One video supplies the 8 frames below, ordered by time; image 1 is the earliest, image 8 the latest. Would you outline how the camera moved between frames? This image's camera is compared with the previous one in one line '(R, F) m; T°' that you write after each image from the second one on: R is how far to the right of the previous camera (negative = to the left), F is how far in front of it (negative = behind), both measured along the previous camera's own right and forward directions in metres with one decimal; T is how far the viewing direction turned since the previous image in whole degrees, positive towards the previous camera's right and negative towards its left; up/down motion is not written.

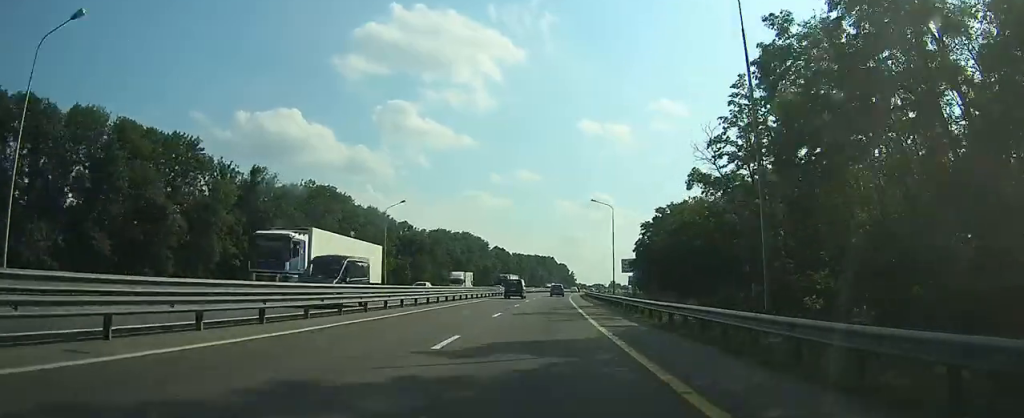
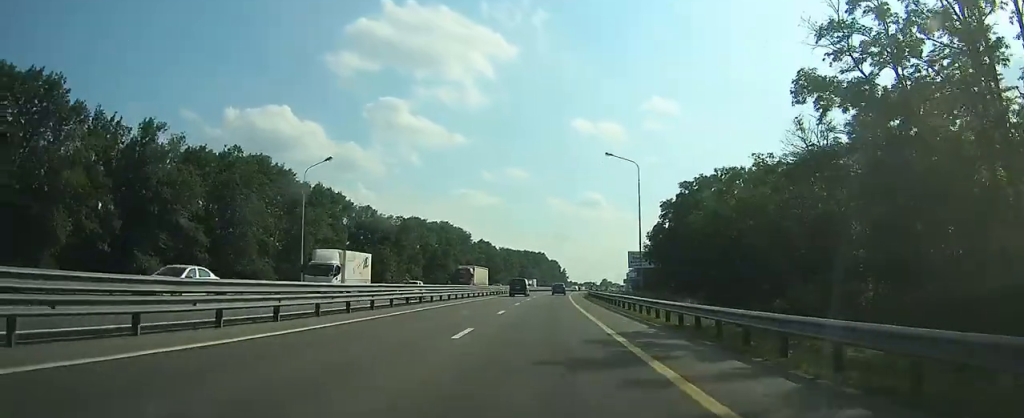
(+0.3, +23.3) m; +1°
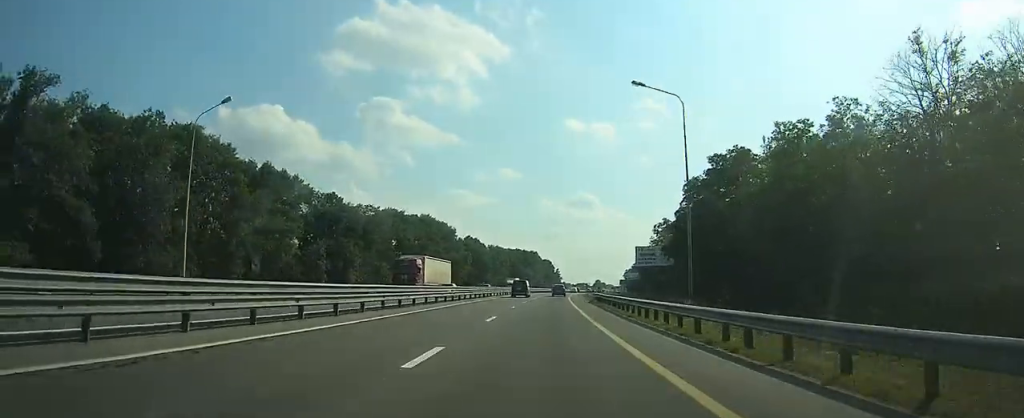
(+0.1, +16.2) m; +1°
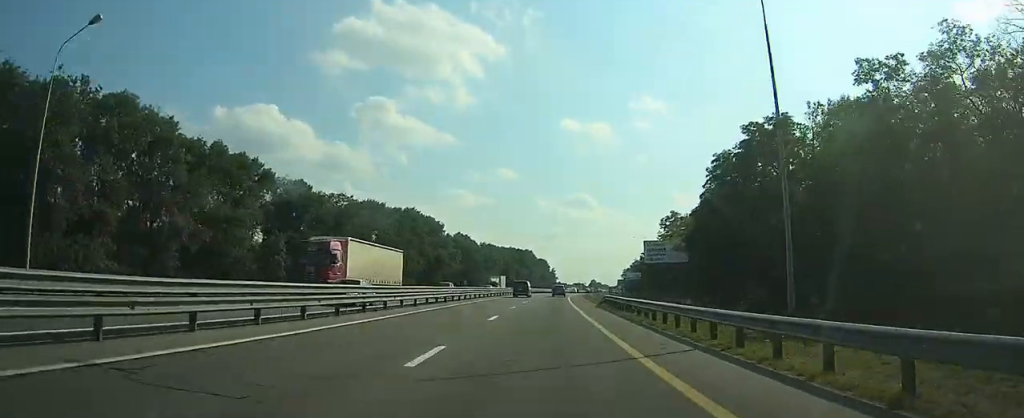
(0.0, +11.6) m; +1°
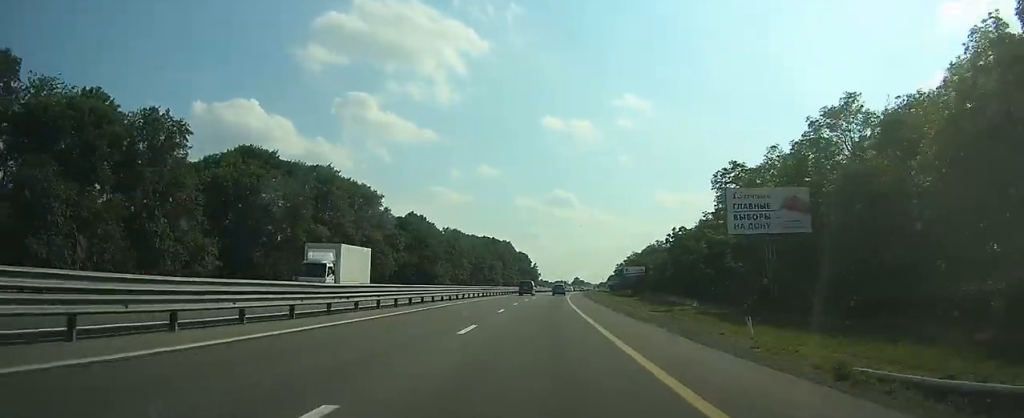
(+1.8, +42.0) m; +4°
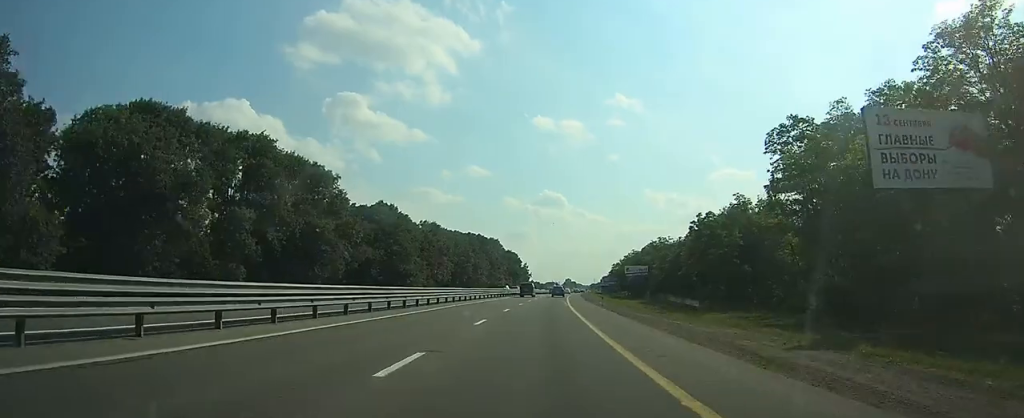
(+0.1, +19.0) m; +1°
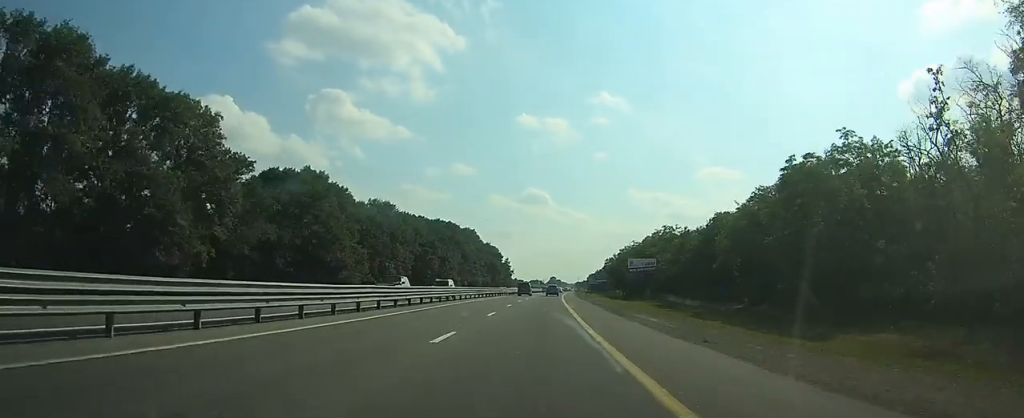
(+0.4, +30.3) m; +1°
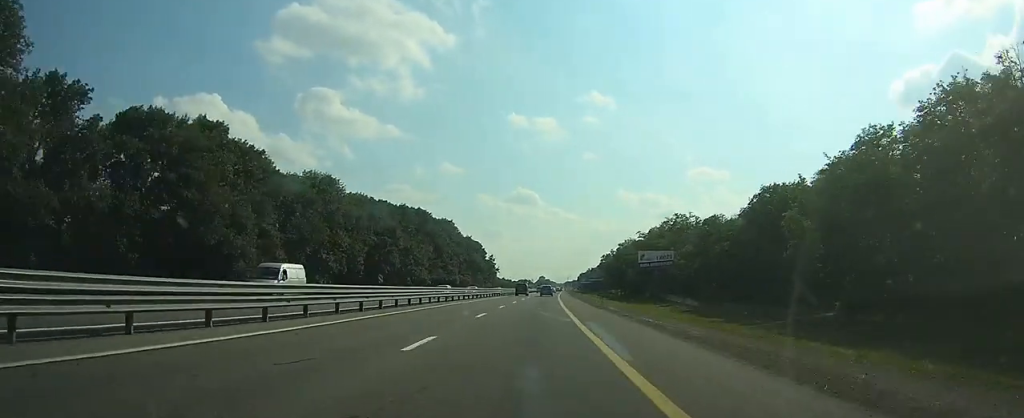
(0.0, +25.8) m; 0°
